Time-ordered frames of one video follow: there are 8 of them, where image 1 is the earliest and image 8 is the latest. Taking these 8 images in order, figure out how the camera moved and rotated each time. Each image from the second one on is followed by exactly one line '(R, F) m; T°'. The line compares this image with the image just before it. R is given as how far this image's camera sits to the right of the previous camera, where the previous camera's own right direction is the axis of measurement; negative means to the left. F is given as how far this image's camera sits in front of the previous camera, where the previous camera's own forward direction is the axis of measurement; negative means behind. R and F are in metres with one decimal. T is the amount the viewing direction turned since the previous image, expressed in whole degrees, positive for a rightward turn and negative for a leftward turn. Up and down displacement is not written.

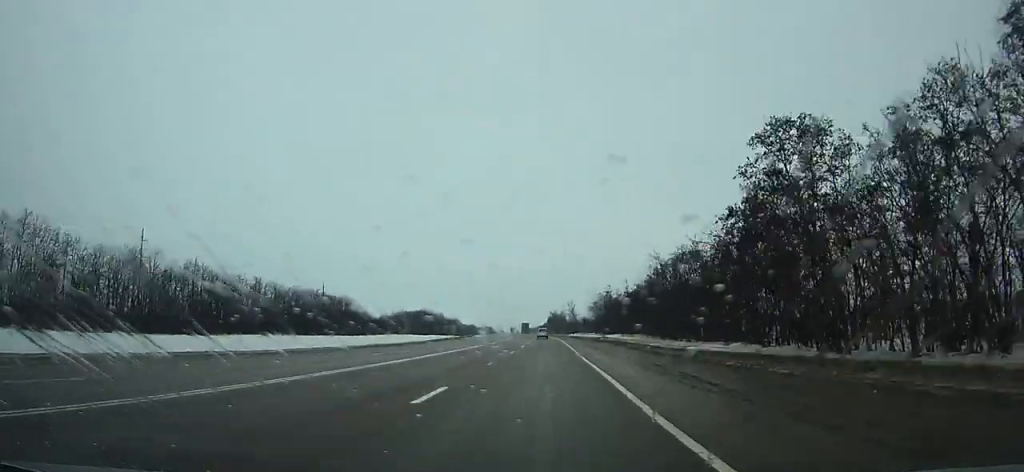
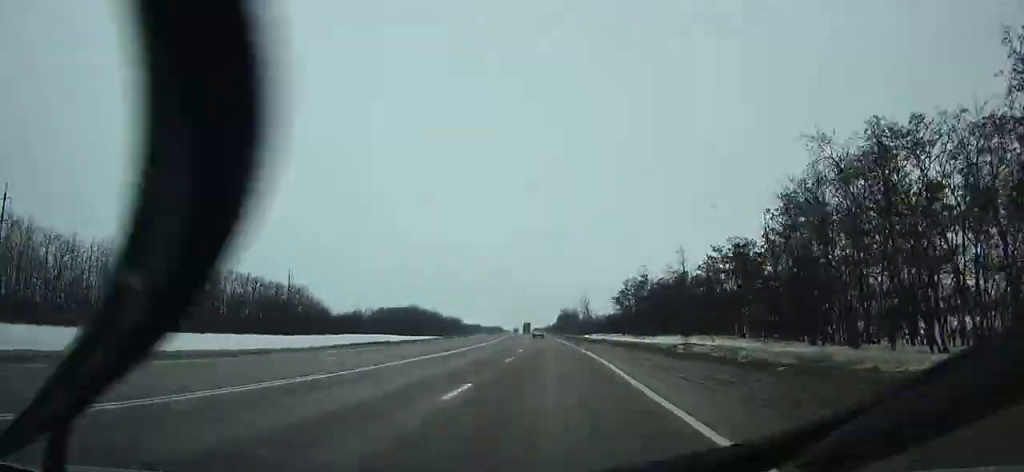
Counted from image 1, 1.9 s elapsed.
(-0.2, +46.2) m; -1°
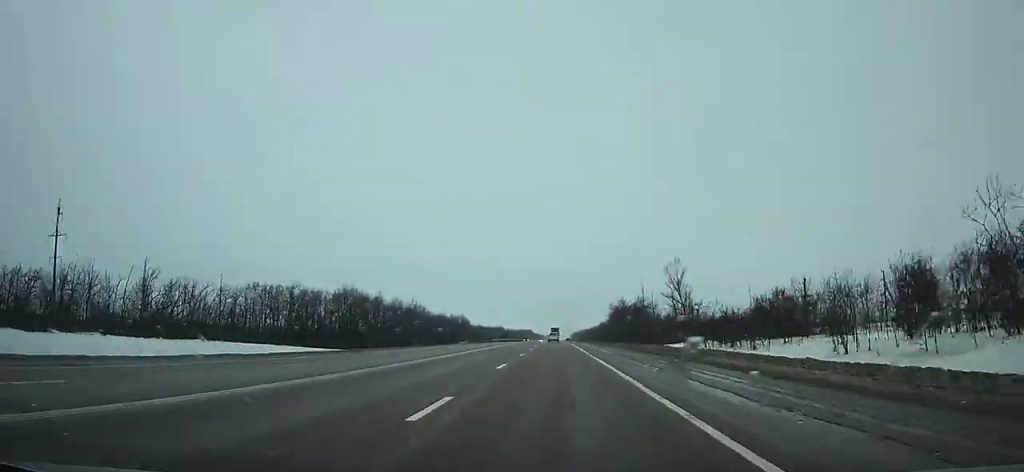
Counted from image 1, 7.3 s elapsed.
(-3.6, +133.8) m; -2°
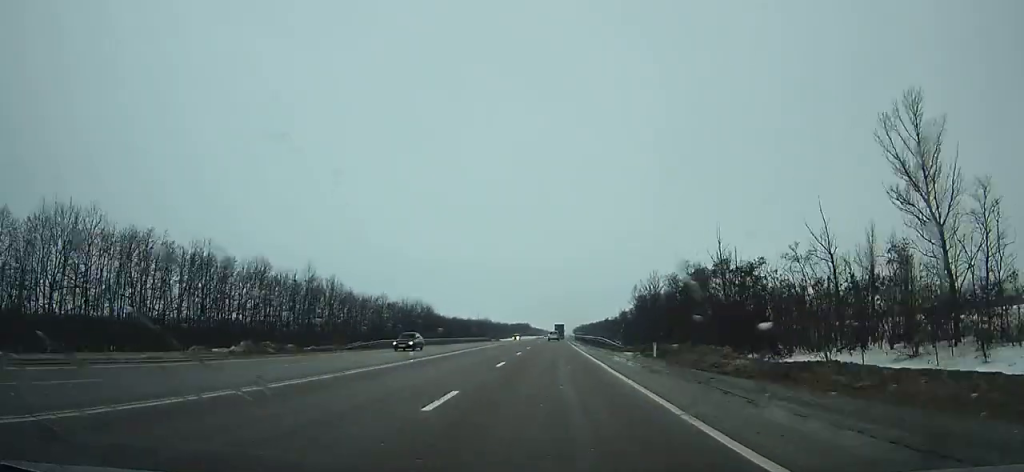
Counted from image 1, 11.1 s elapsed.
(-0.6, +96.3) m; 0°
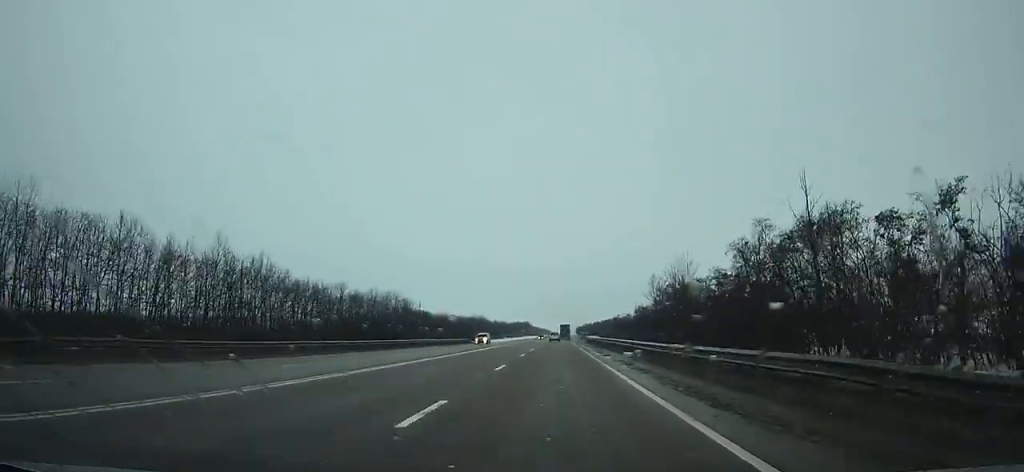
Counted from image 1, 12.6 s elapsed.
(-0.1, +38.5) m; 0°
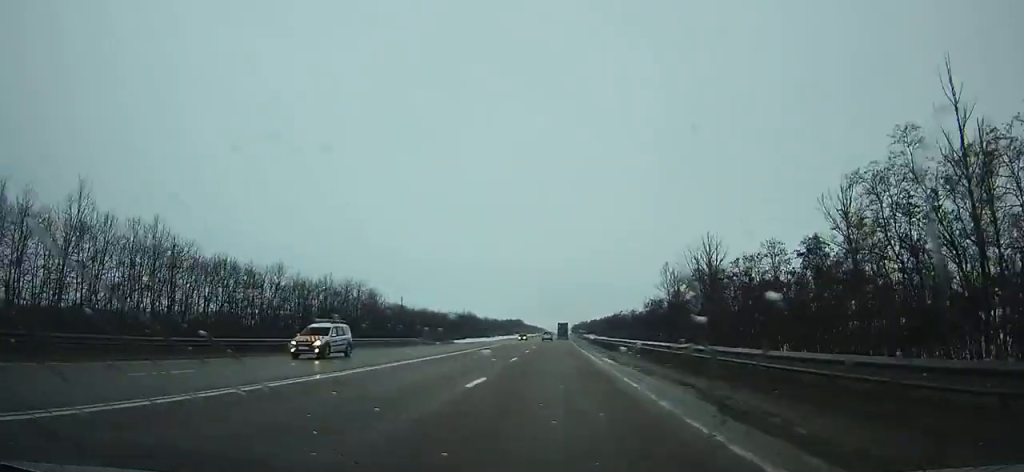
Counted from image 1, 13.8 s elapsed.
(-0.2, +30.8) m; 0°
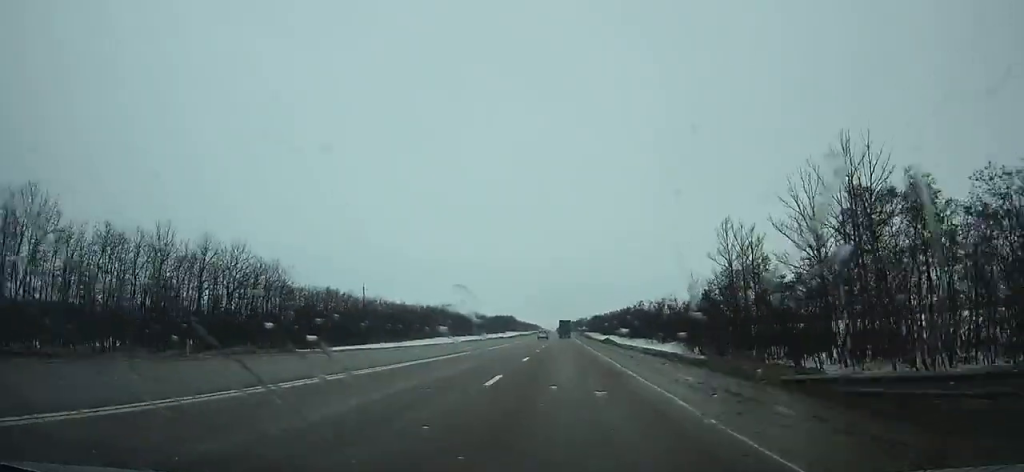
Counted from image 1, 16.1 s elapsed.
(+0.5, +59.7) m; +1°
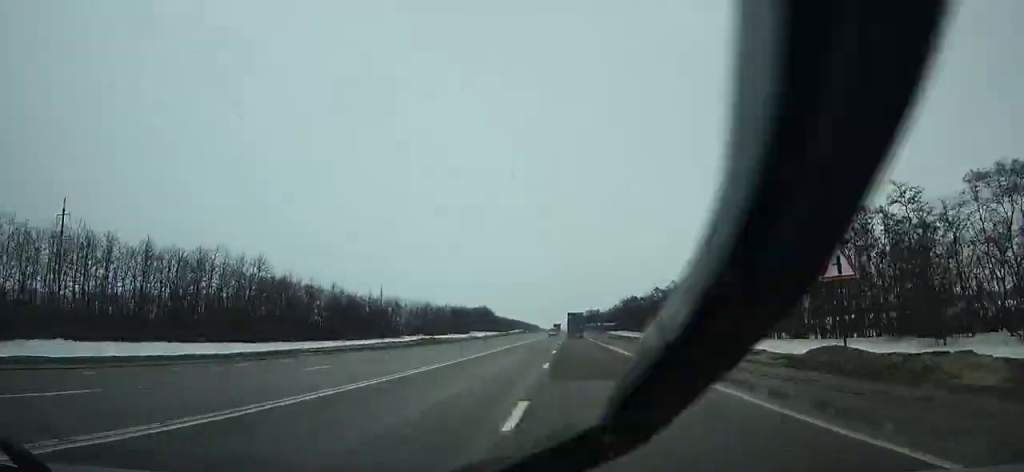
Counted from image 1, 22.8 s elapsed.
(+1.0, +175.6) m; 0°
